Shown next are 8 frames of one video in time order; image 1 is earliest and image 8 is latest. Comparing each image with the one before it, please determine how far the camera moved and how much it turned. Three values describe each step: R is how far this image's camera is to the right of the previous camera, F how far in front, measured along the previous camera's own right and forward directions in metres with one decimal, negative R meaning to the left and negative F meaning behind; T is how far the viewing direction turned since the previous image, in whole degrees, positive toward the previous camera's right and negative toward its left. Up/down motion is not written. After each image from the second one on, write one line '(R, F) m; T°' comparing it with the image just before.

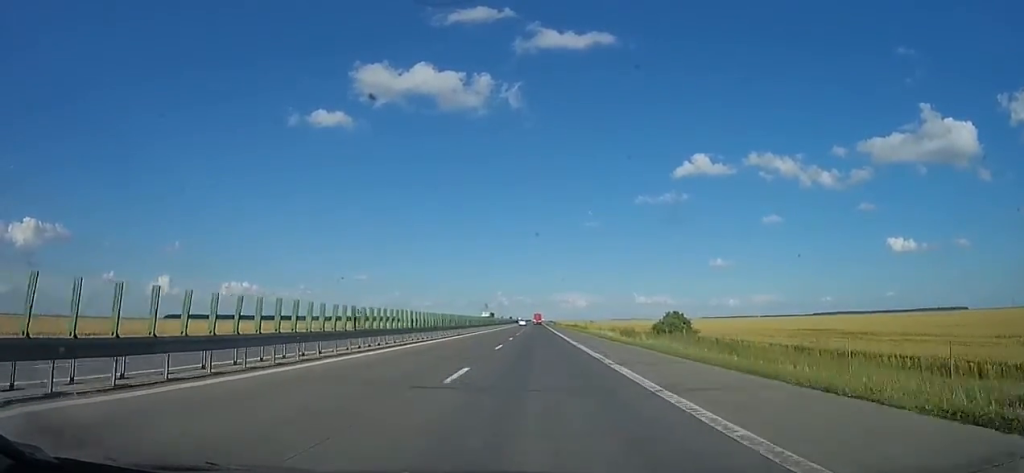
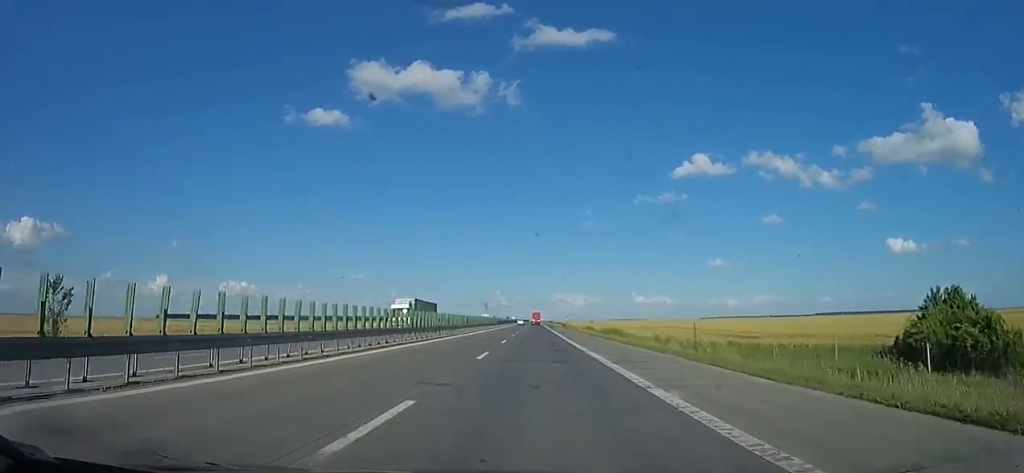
(-1.4, +53.5) m; -1°
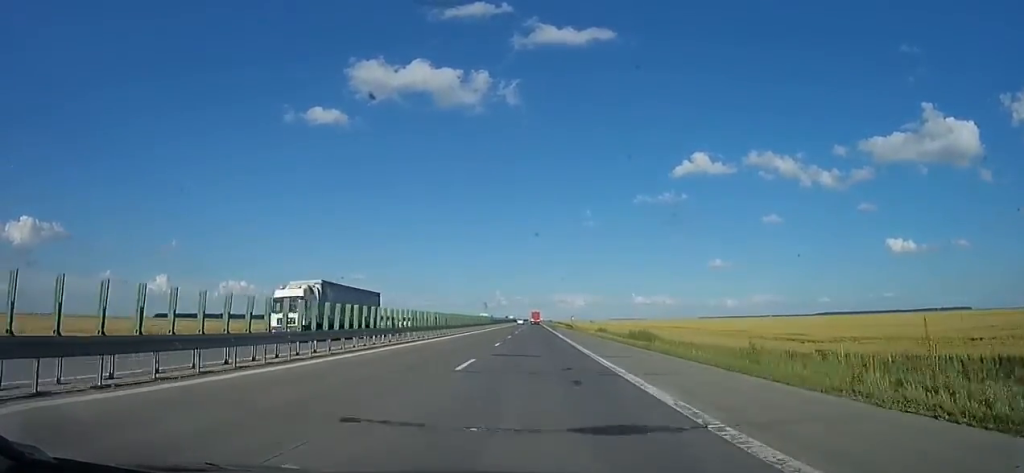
(-0.1, +15.6) m; +1°
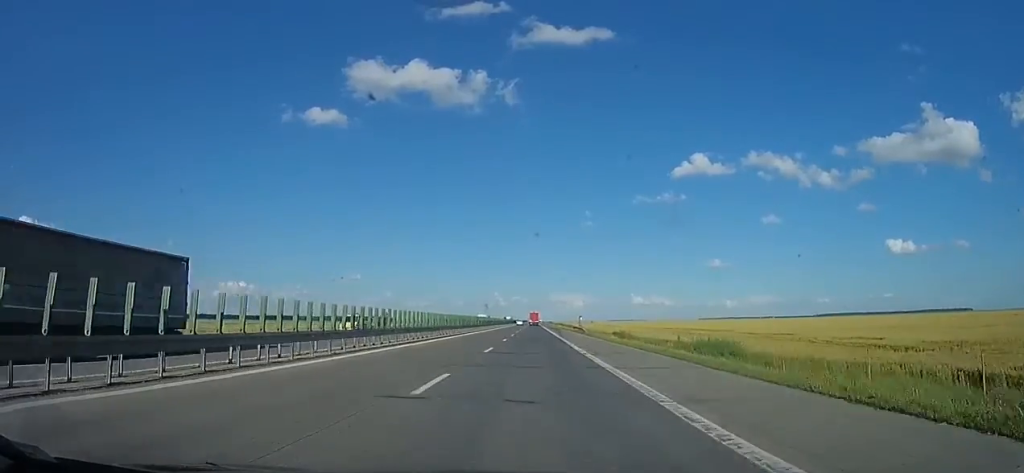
(-0.2, +16.2) m; +1°
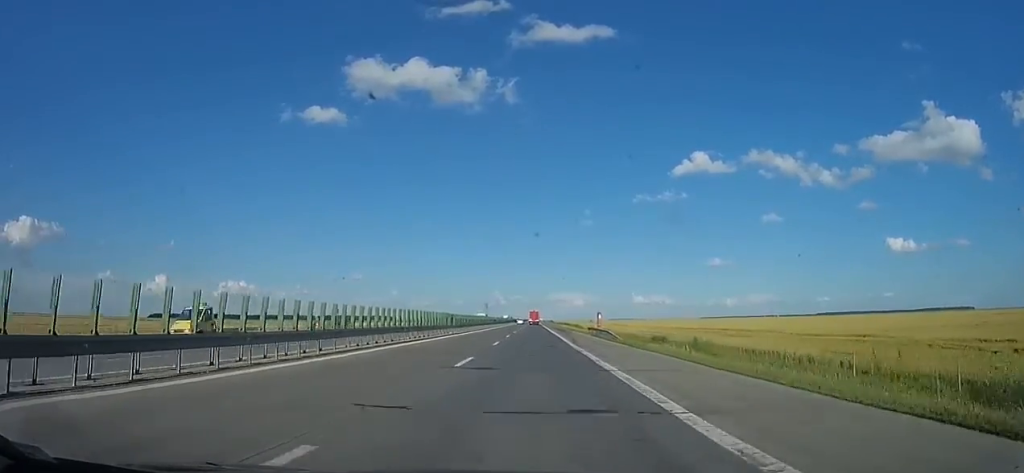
(+0.9, +18.9) m; 0°
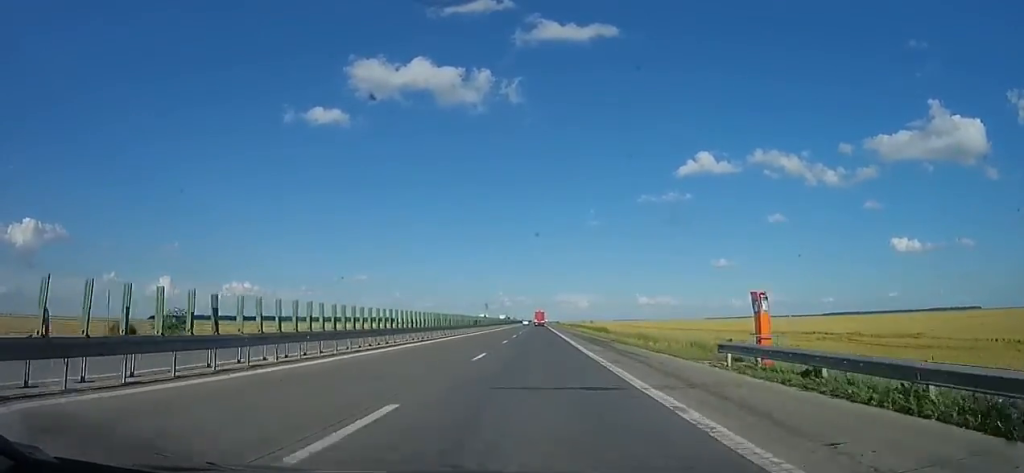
(-0.5, +33.3) m; -2°
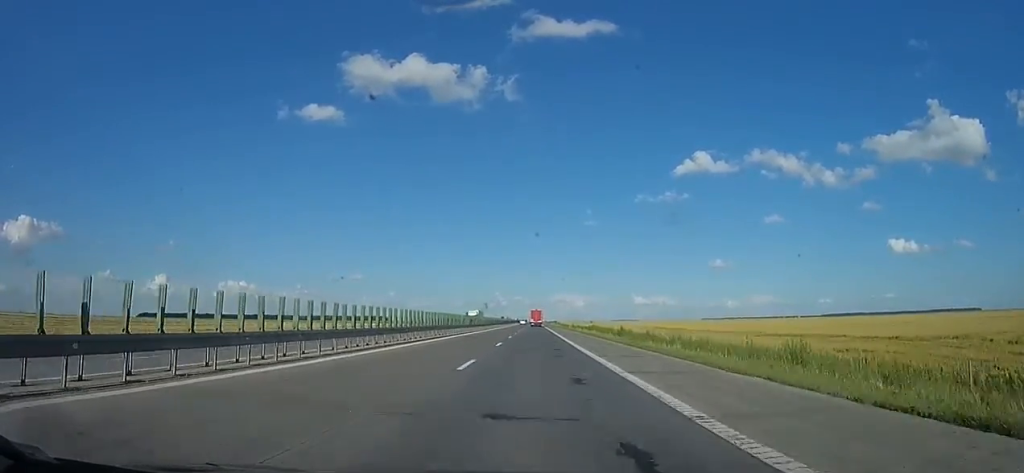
(+0.2, +50.9) m; +2°
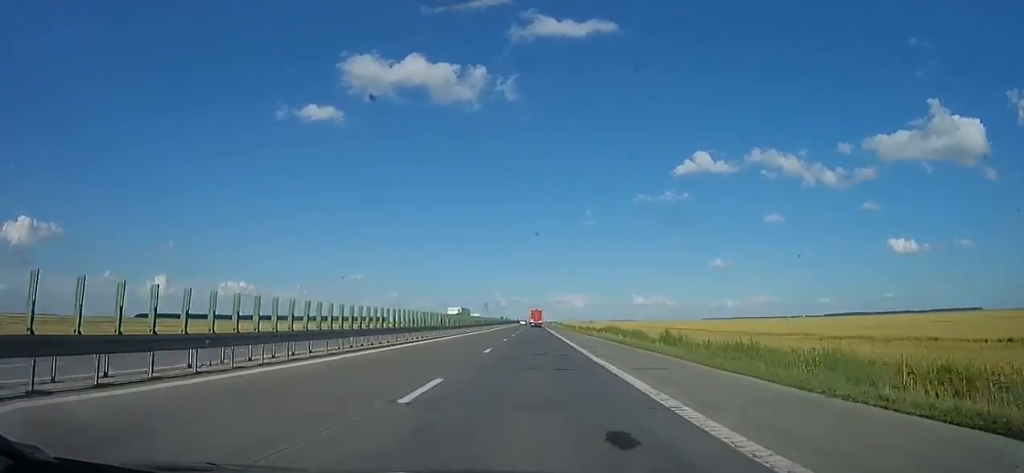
(+0.8, +17.1) m; 0°
